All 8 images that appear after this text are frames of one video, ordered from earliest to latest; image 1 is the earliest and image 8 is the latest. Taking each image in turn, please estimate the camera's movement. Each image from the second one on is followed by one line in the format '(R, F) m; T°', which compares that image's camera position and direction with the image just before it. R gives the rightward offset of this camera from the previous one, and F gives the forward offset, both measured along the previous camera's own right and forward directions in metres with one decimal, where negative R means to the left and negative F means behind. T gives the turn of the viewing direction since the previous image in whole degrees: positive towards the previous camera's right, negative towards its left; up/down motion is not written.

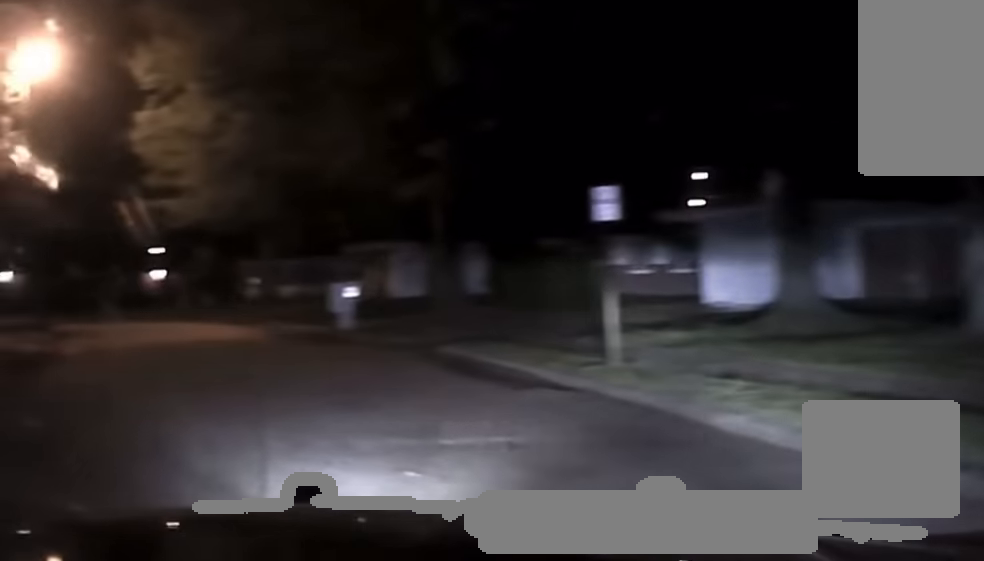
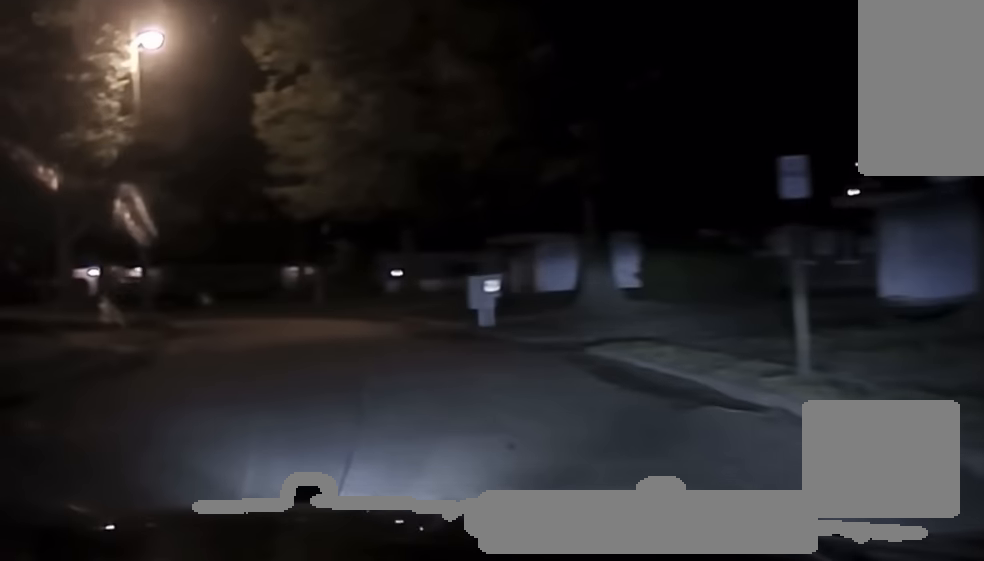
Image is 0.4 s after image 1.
(-0.1, +2.7) m; -6°
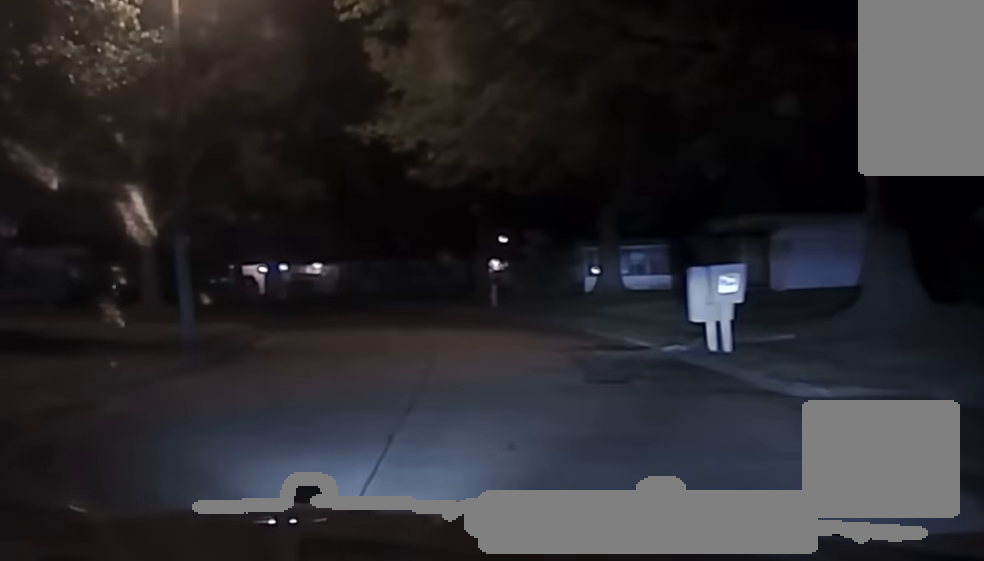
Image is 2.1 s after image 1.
(-1.7, +12.4) m; -12°
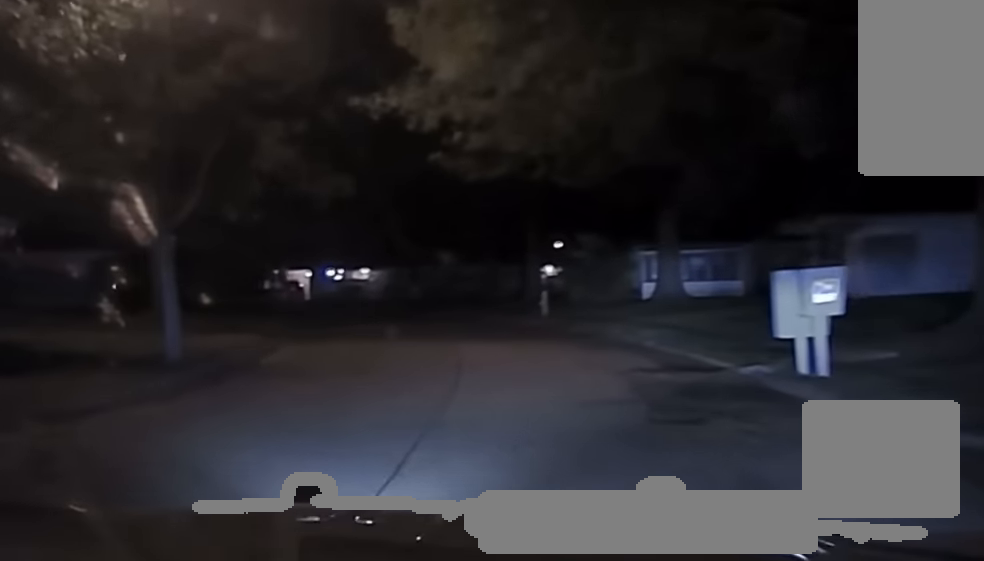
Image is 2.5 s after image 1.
(-0.1, +3.6) m; -2°
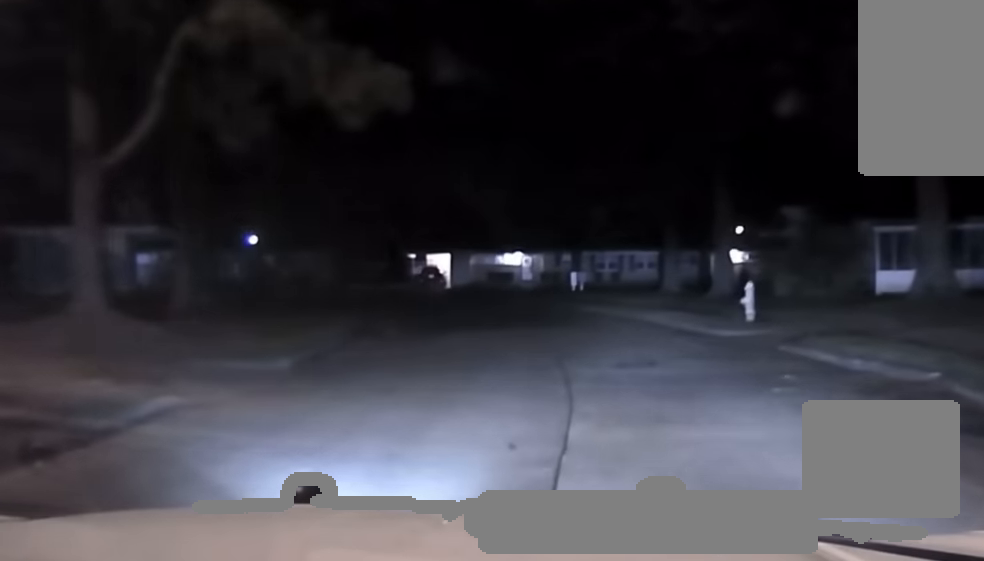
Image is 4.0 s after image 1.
(-0.9, +14.2) m; -6°
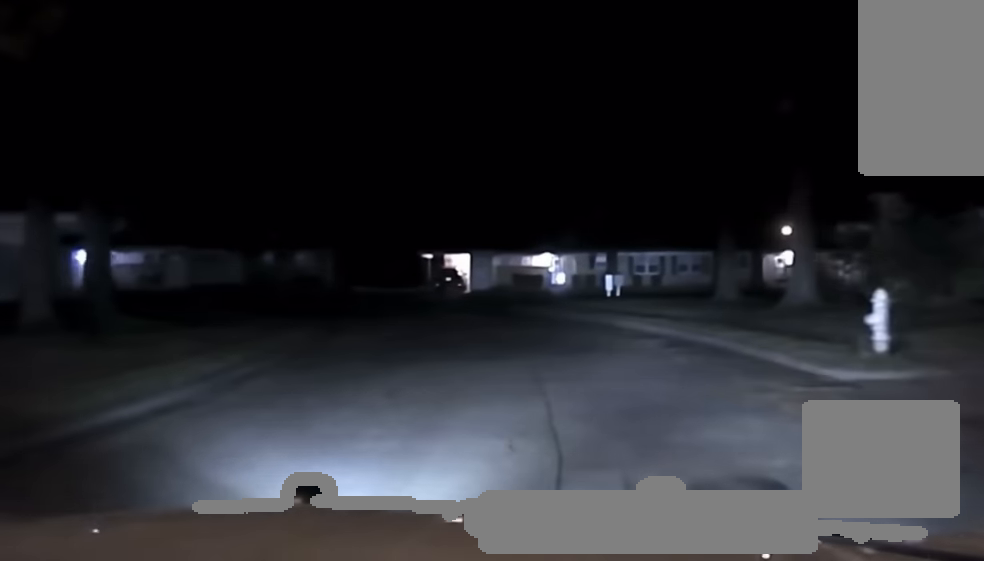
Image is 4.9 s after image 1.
(-0.1, +9.3) m; -1°
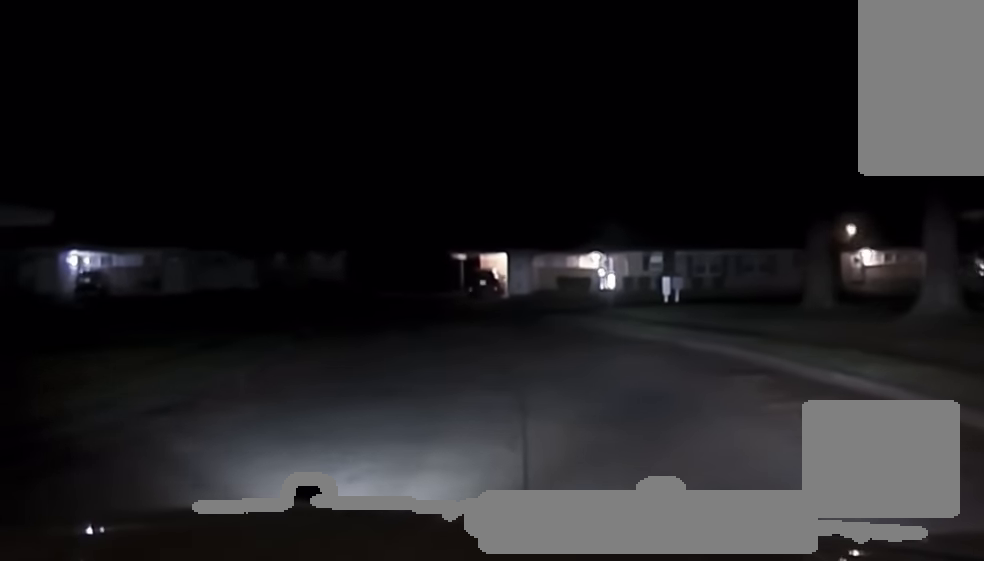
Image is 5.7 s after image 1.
(0.0, +8.7) m; -2°
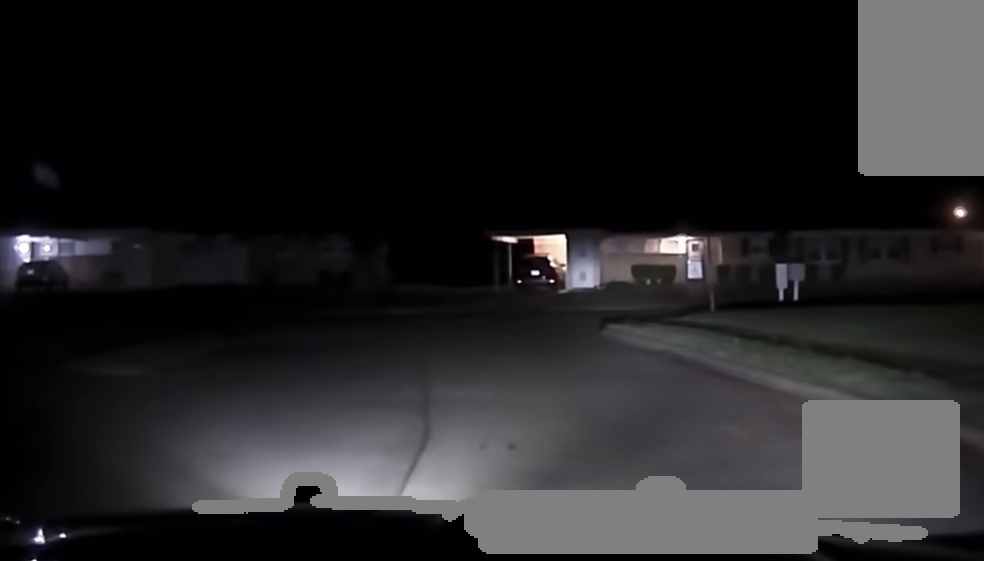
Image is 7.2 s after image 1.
(-0.7, +14.9) m; -5°
